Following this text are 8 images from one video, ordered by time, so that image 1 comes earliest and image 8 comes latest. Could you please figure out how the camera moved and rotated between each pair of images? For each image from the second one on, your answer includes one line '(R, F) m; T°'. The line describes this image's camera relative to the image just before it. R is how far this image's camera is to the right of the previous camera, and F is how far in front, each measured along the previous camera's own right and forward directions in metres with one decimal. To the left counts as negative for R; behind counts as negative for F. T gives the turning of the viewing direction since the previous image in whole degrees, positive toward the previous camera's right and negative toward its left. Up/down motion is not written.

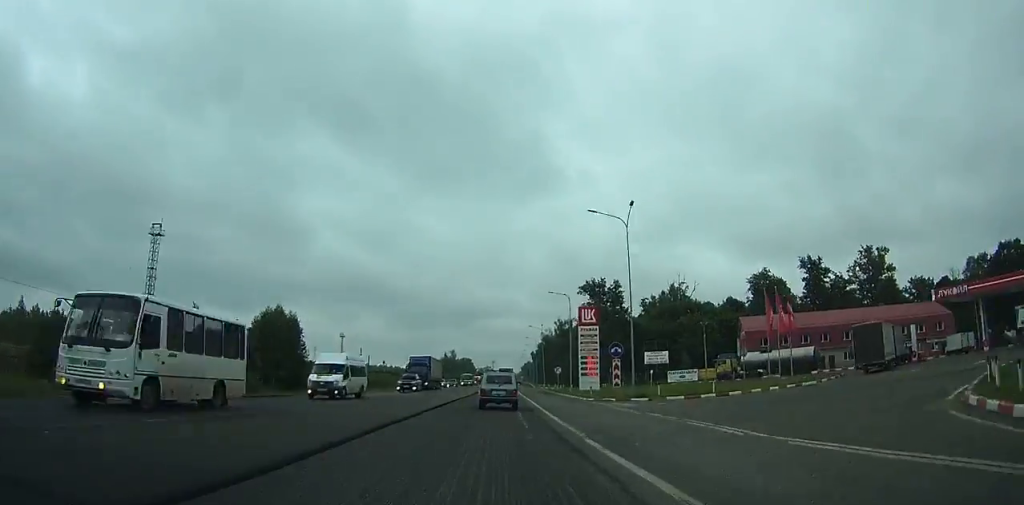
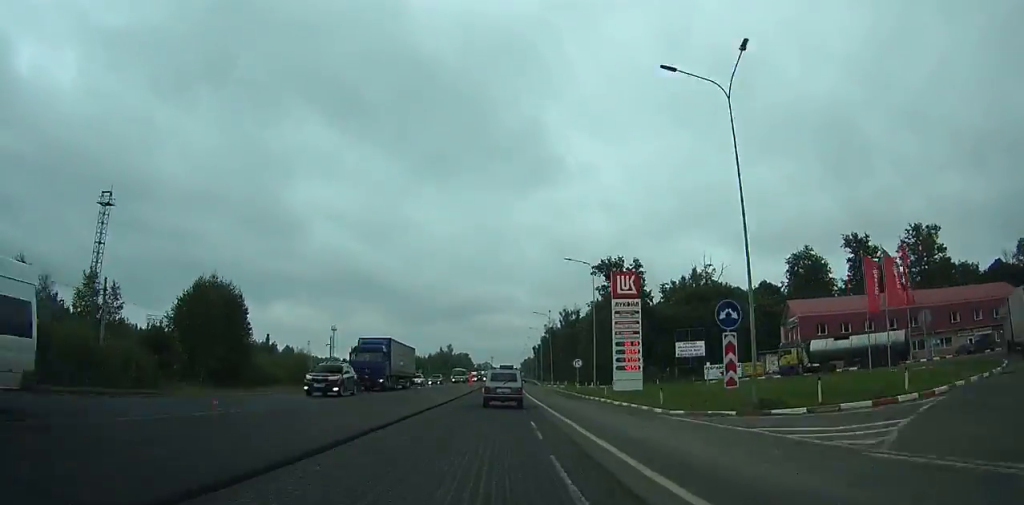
(-0.1, +18.1) m; 0°
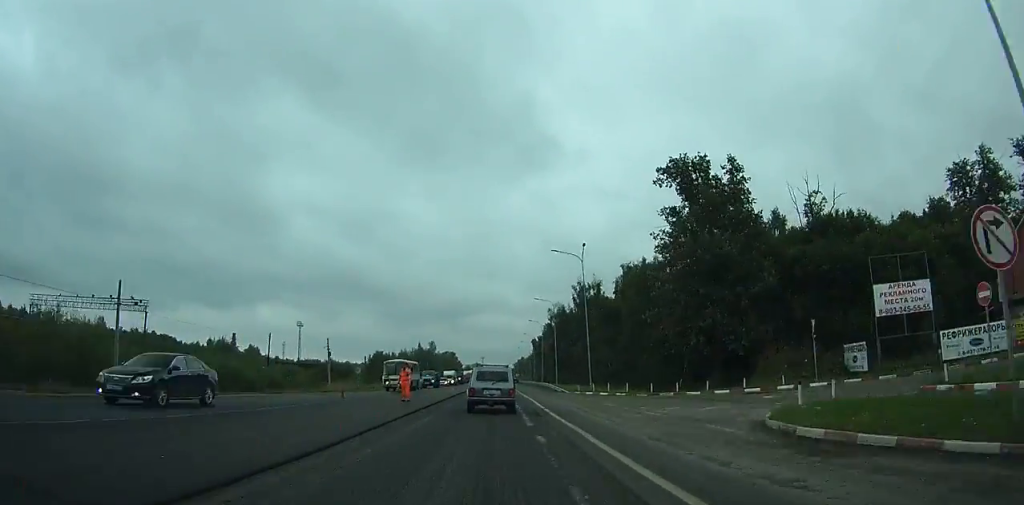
(+0.2, +45.5) m; 0°
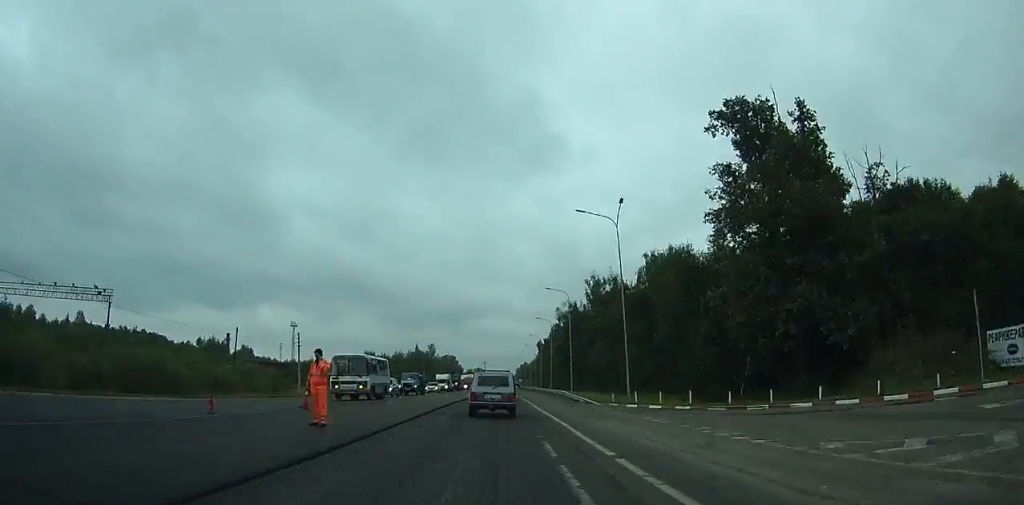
(-0.1, +13.7) m; 0°
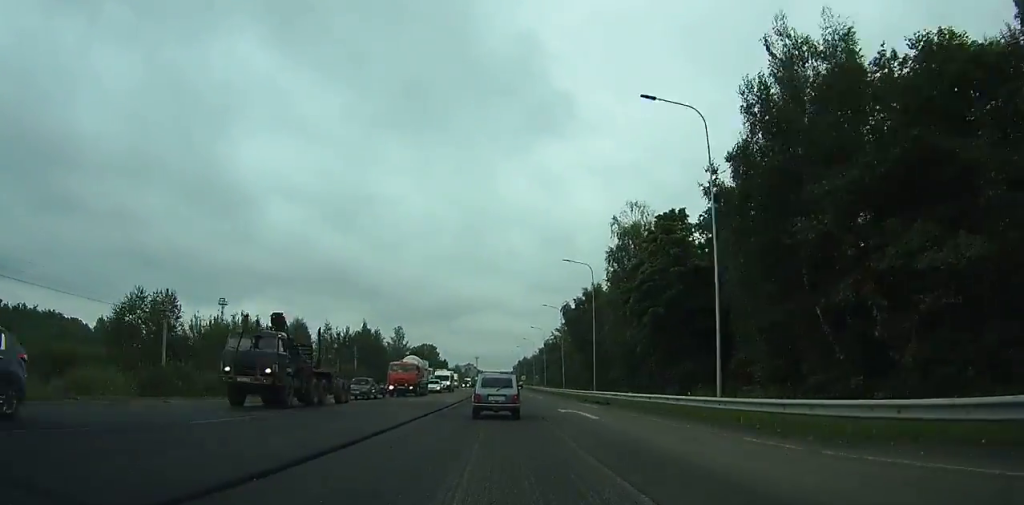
(+0.9, +77.9) m; +2°
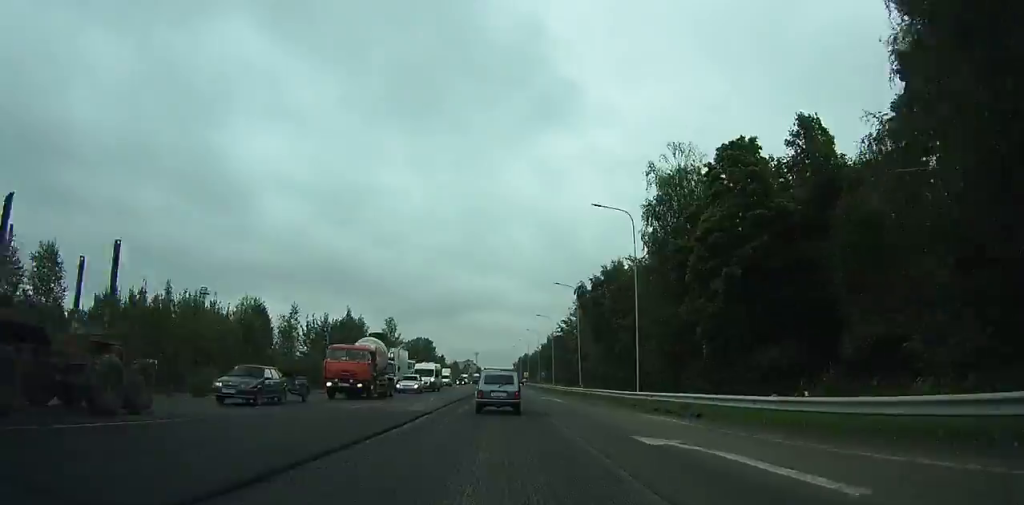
(-0.1, +15.6) m; +1°
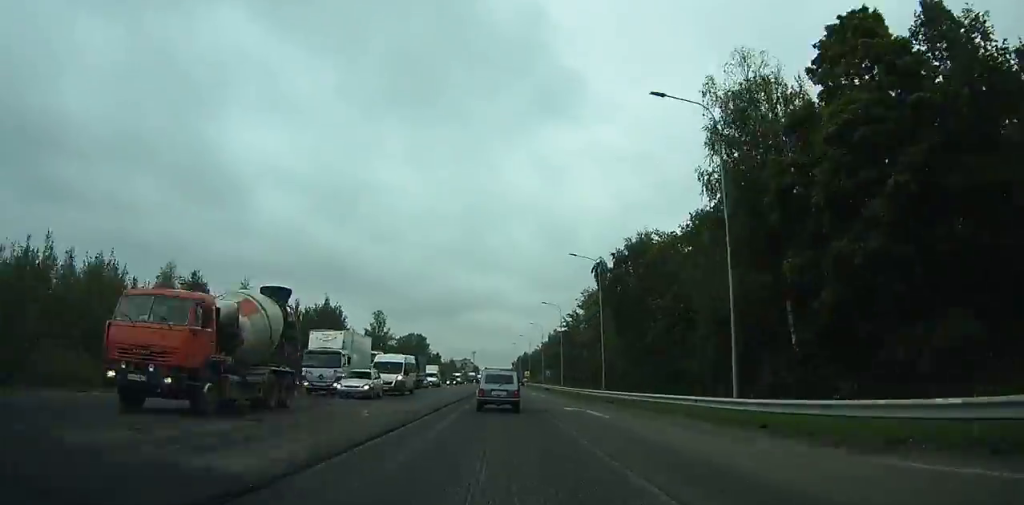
(+0.2, +15.0) m; 0°
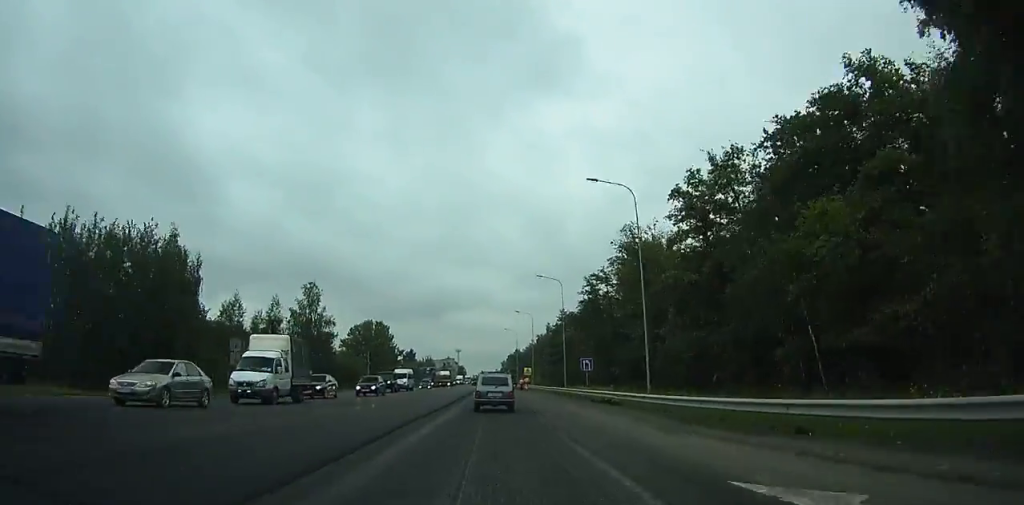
(+0.4, +48.6) m; 0°
